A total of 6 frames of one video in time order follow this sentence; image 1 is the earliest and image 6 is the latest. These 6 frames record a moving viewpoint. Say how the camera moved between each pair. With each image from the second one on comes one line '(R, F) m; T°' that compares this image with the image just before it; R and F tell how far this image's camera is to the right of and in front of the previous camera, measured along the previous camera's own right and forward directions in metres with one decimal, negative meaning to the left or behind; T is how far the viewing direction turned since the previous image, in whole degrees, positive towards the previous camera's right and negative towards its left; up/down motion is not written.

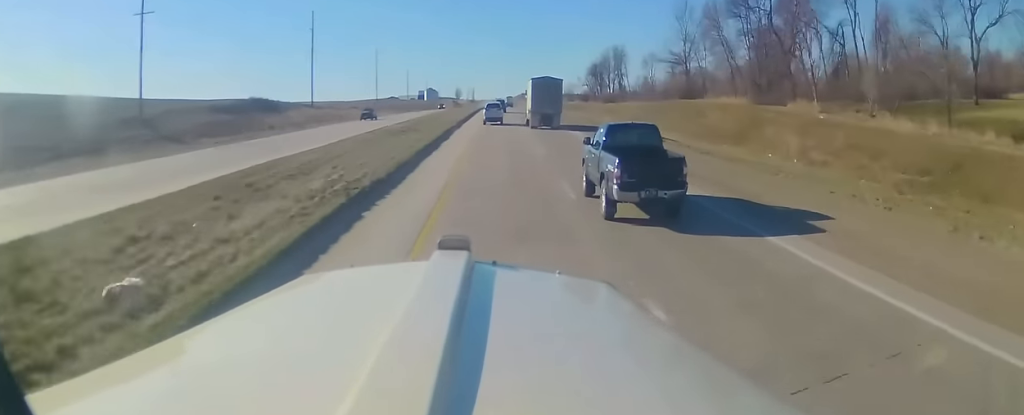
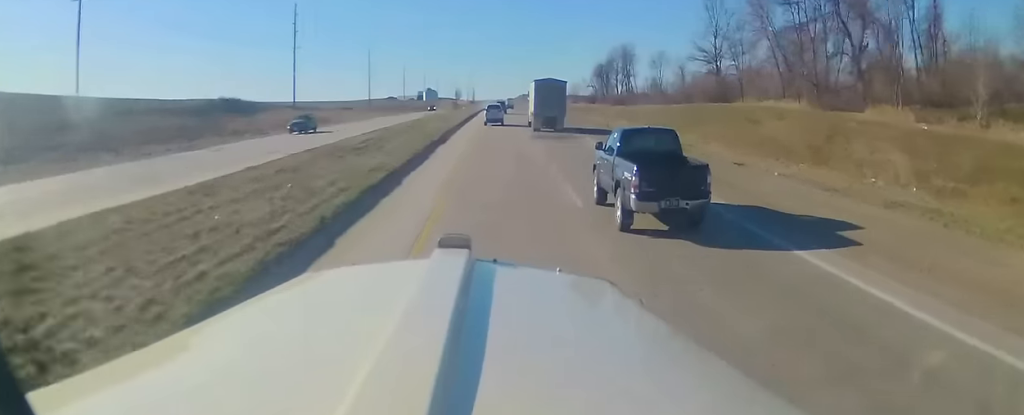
(0.0, +14.4) m; 0°
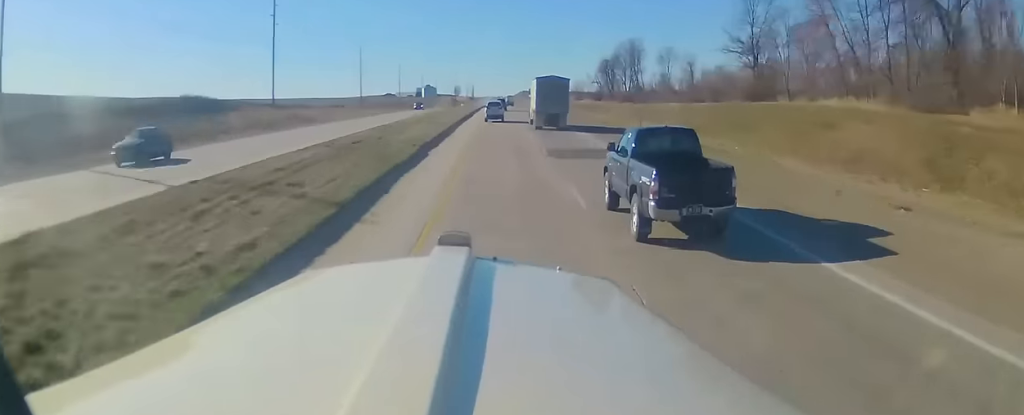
(0.0, +12.2) m; 0°
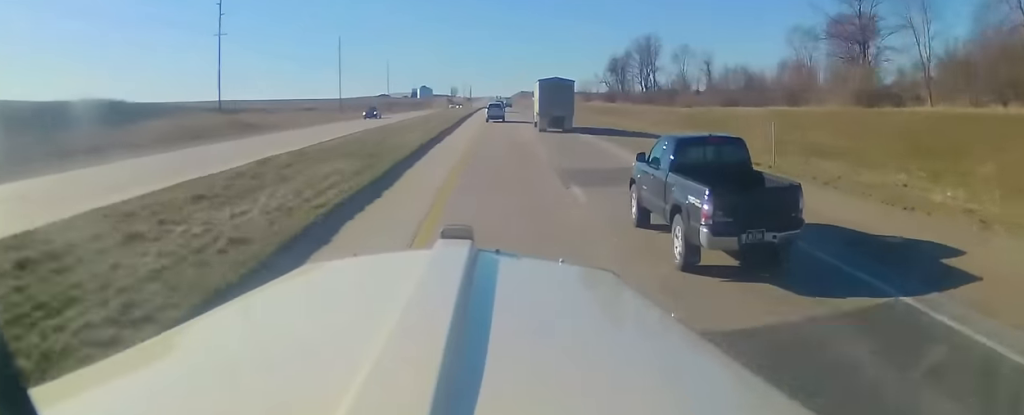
(+0.3, +24.5) m; +1°
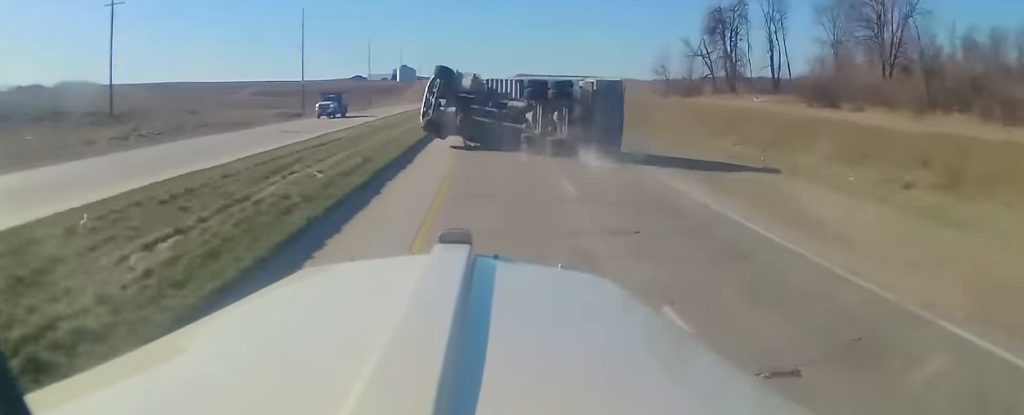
(-2.3, +109.3) m; -2°
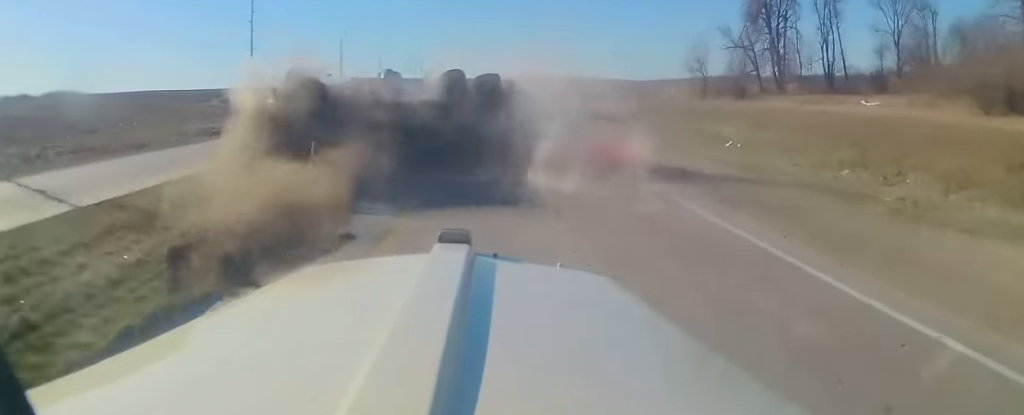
(+0.1, +28.7) m; -1°
